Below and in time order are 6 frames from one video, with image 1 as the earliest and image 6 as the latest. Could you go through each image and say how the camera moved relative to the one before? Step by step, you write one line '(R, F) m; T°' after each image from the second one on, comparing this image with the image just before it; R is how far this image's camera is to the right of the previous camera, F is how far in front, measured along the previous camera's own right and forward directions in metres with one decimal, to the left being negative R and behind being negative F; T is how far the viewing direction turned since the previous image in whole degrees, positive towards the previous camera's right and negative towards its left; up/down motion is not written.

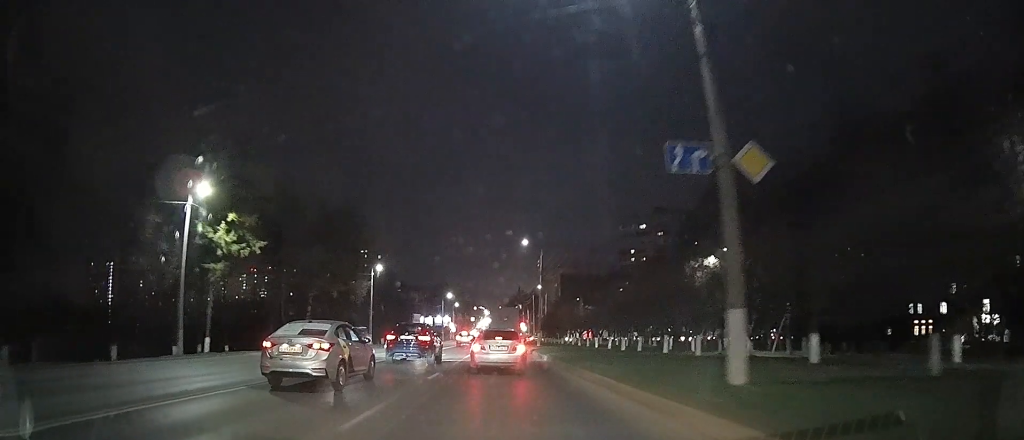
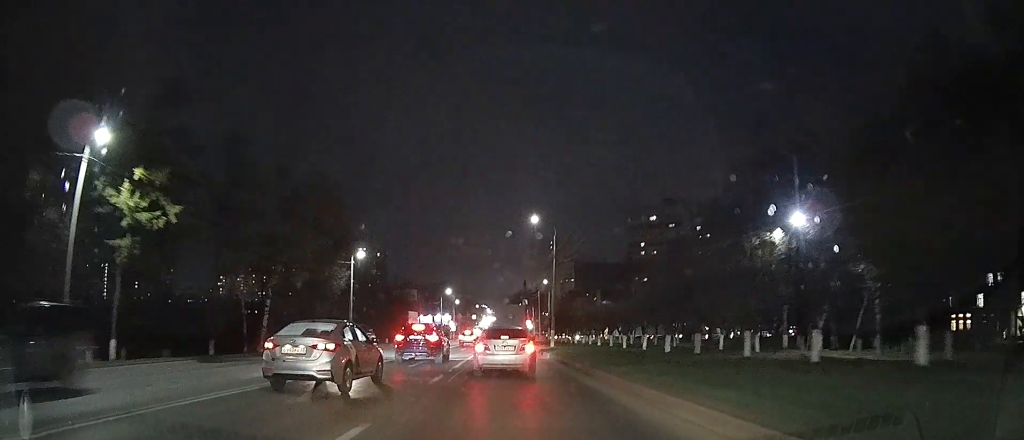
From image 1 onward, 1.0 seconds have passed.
(0.0, +9.1) m; 0°
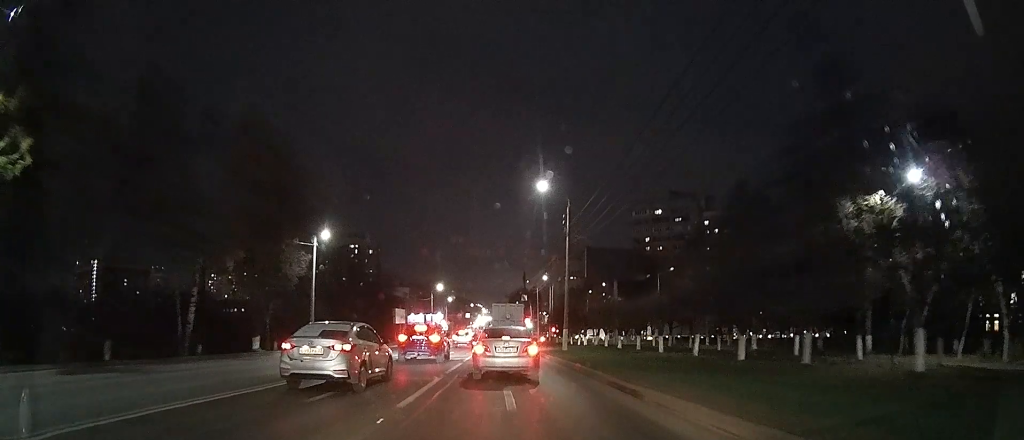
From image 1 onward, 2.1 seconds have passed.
(0.0, +9.8) m; 0°
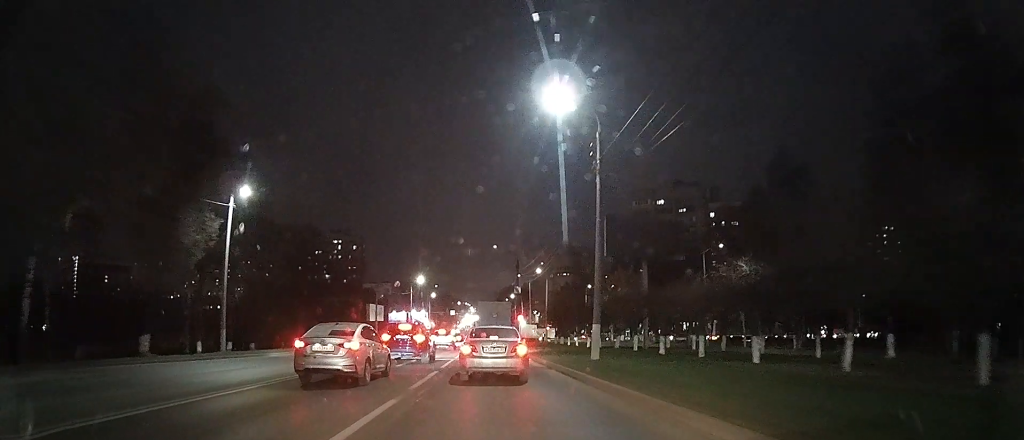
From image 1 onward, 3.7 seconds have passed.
(+0.1, +13.1) m; +1°
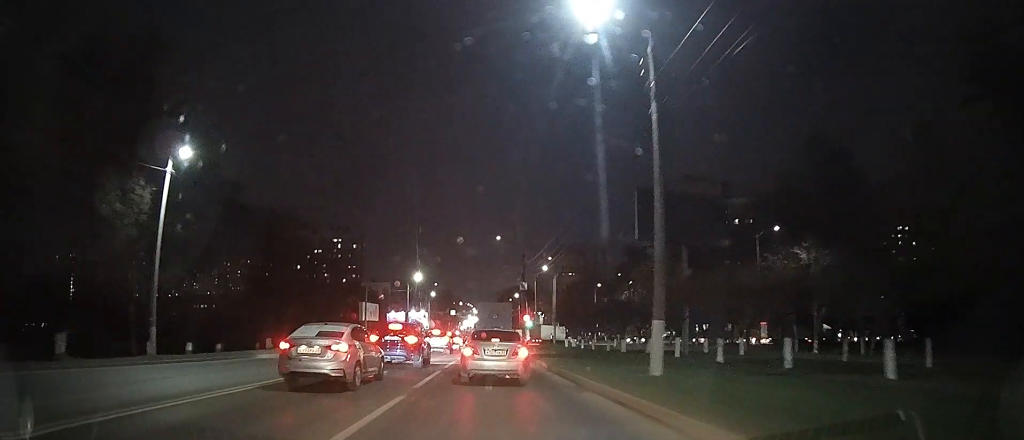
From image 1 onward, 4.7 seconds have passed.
(0.0, +7.2) m; 0°
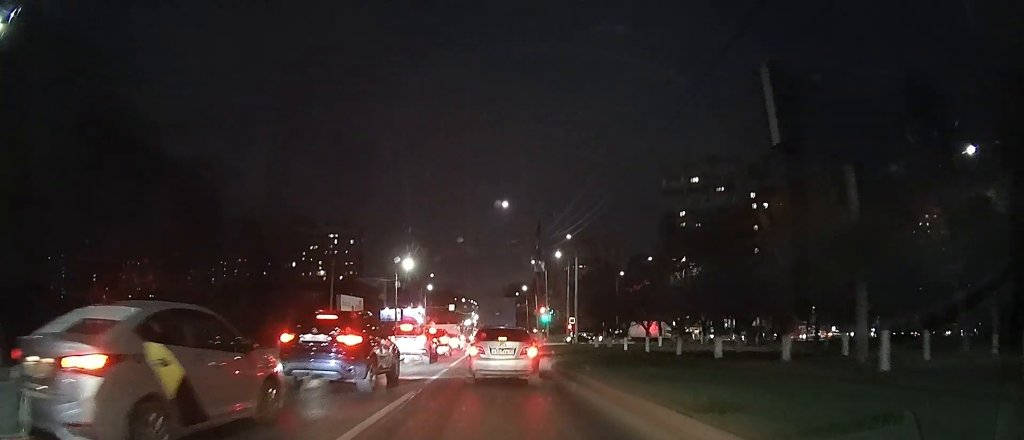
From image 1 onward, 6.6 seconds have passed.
(-0.1, +13.7) m; 0°
